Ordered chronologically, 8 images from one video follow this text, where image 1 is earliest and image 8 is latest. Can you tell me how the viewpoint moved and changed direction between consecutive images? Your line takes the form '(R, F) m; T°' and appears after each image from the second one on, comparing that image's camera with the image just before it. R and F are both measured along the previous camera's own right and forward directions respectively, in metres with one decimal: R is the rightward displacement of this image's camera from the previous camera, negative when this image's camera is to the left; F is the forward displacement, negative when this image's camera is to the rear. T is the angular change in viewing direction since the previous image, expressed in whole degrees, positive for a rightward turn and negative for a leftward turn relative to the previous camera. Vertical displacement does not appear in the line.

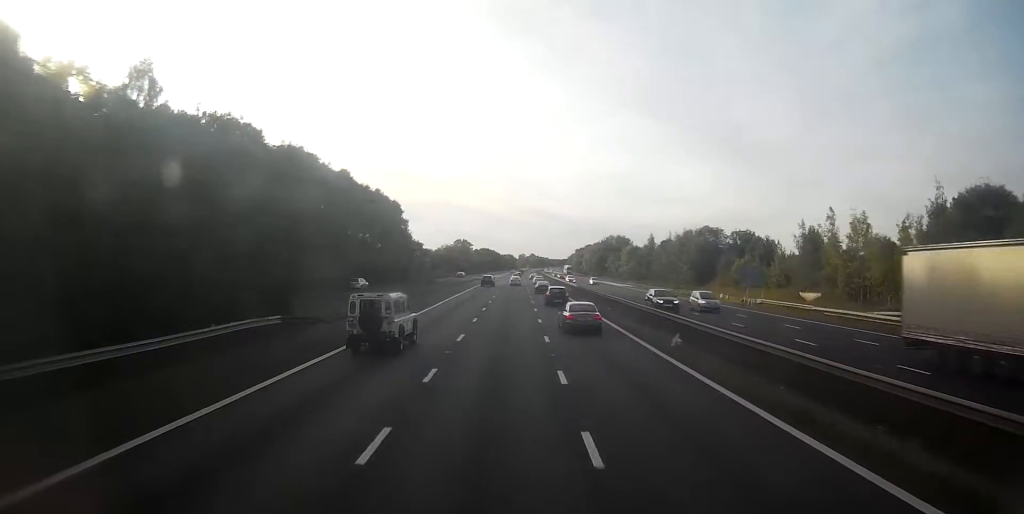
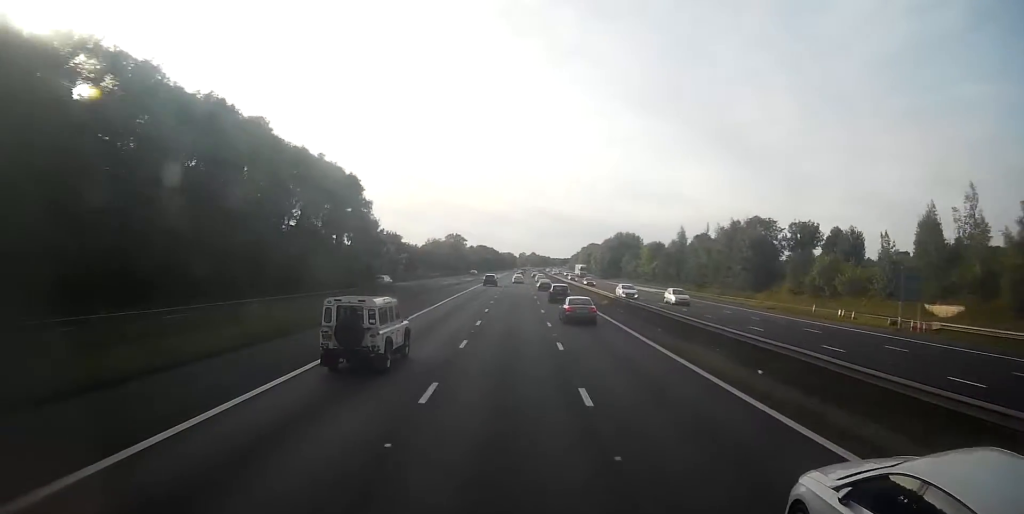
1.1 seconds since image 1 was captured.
(0.0, +29.2) m; 0°
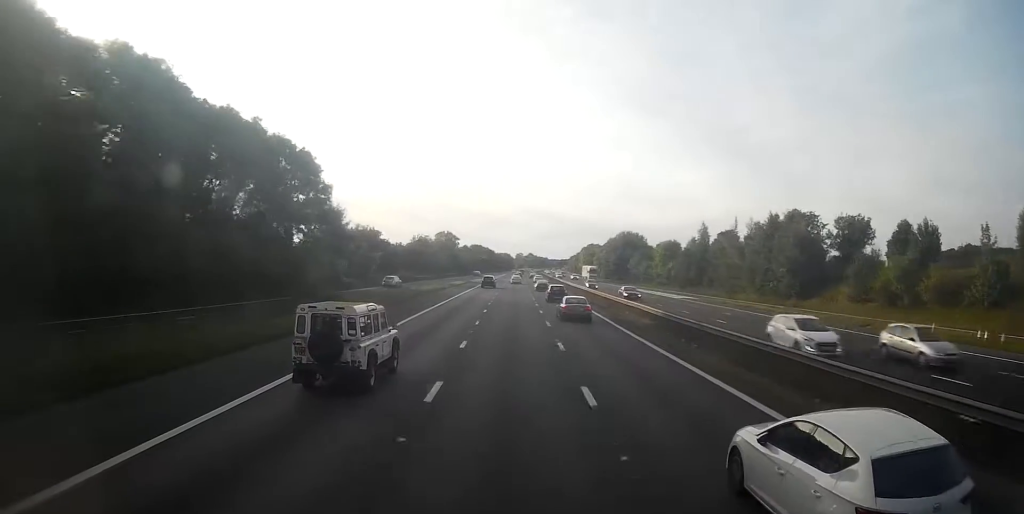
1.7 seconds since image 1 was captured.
(-0.1, +17.4) m; +1°
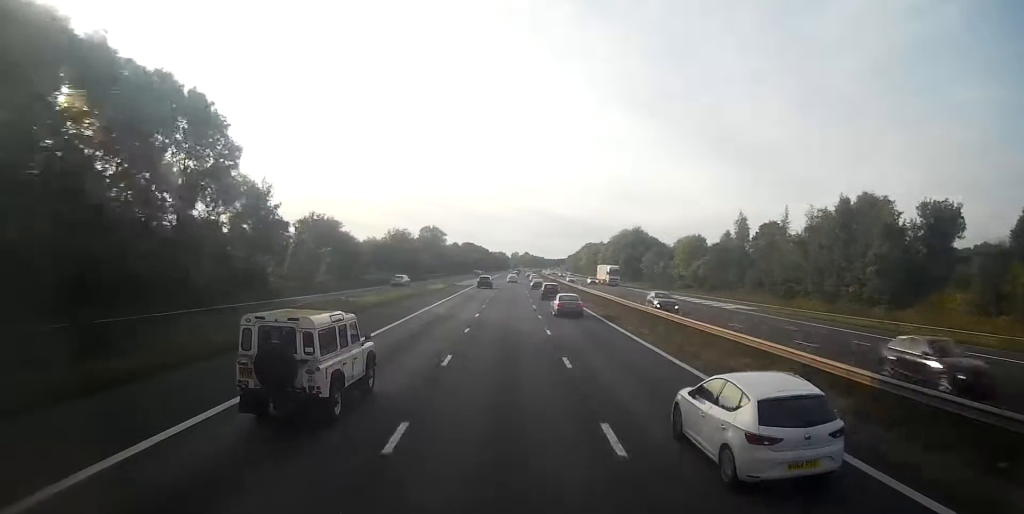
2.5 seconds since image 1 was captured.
(+0.4, +21.9) m; 0°
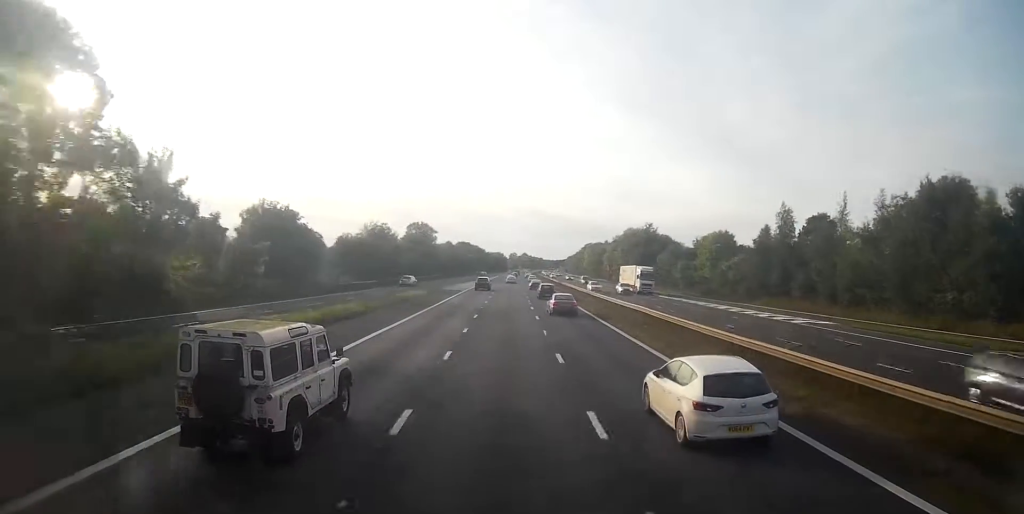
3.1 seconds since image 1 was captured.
(-0.1, +16.4) m; 0°
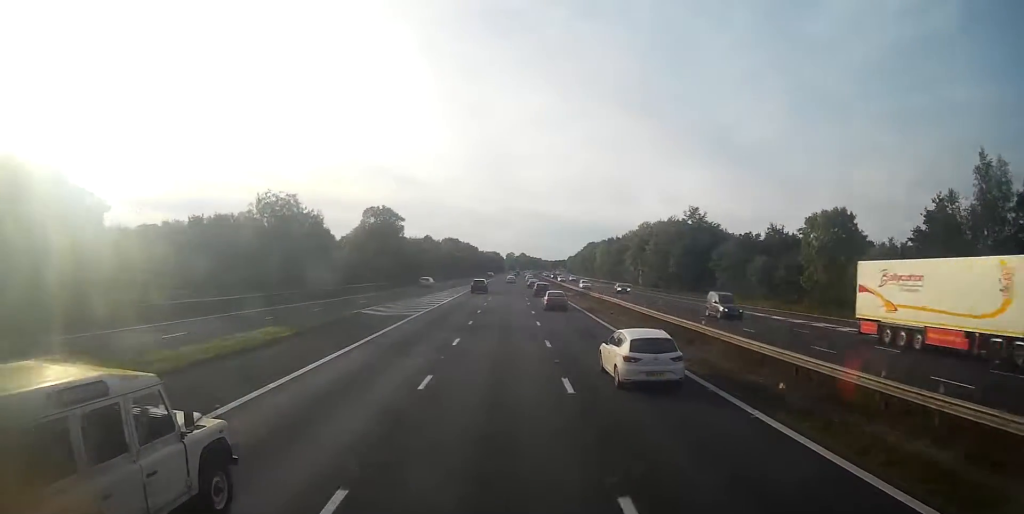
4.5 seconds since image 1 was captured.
(+0.1, +39.4) m; +1°
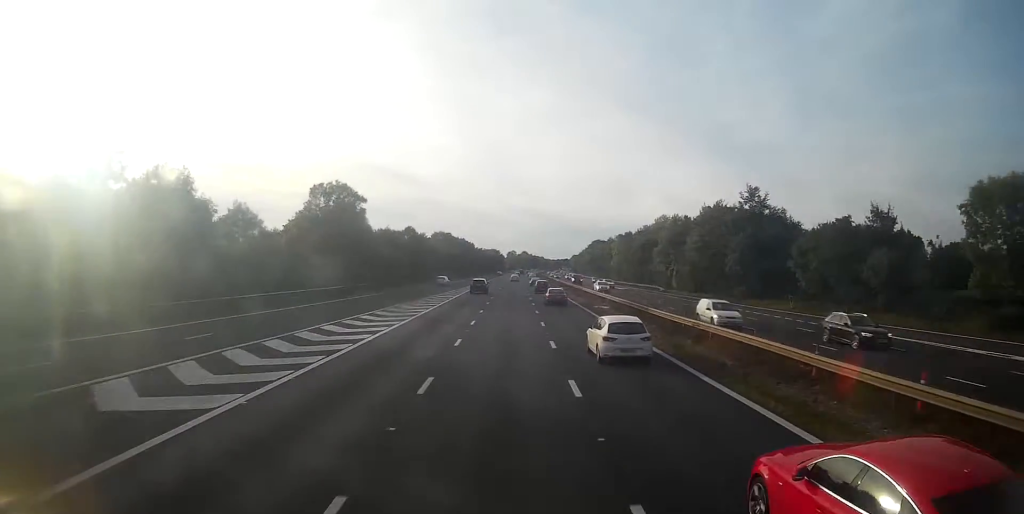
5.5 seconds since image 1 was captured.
(+0.1, +26.5) m; 0°
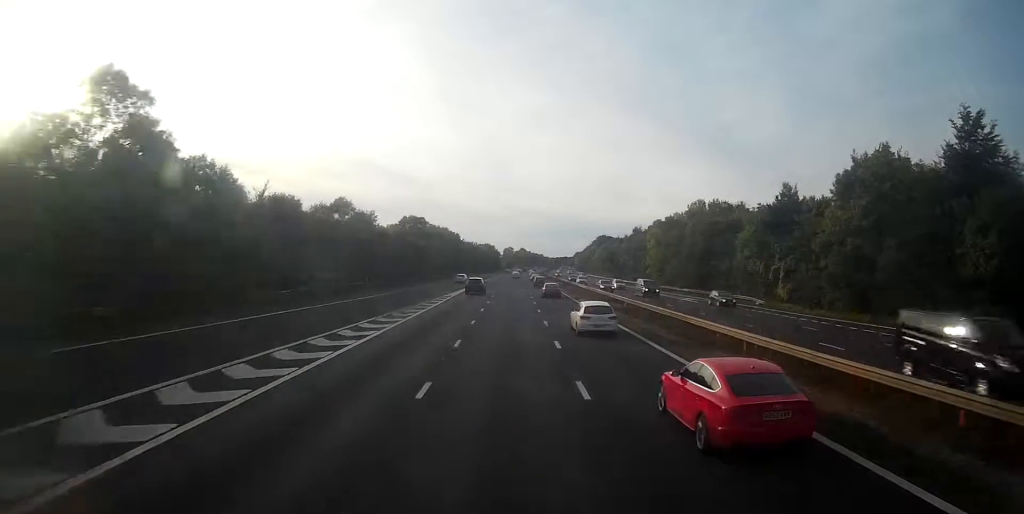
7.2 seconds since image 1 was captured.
(-0.4, +45.7) m; -1°
